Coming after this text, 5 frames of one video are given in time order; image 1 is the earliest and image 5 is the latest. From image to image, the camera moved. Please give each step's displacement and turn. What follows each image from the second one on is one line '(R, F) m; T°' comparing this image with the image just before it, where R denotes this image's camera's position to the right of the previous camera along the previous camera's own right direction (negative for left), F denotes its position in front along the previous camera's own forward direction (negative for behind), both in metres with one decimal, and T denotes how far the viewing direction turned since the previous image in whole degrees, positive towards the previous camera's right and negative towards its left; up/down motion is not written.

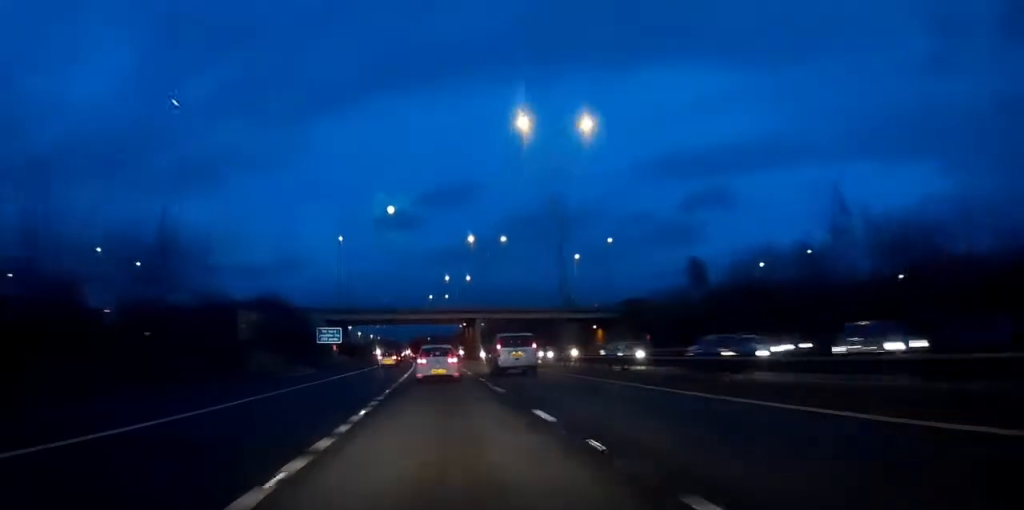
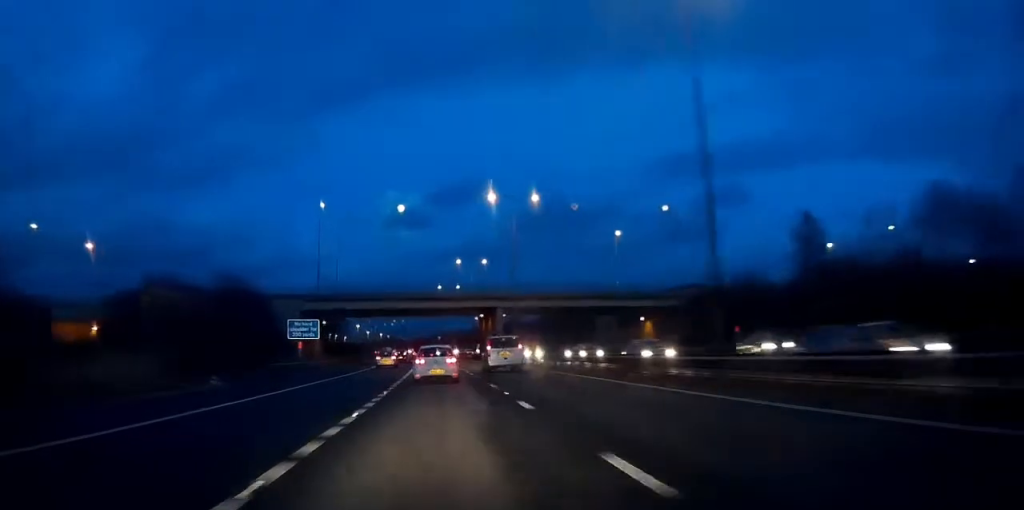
(-0.2, +24.5) m; -1°
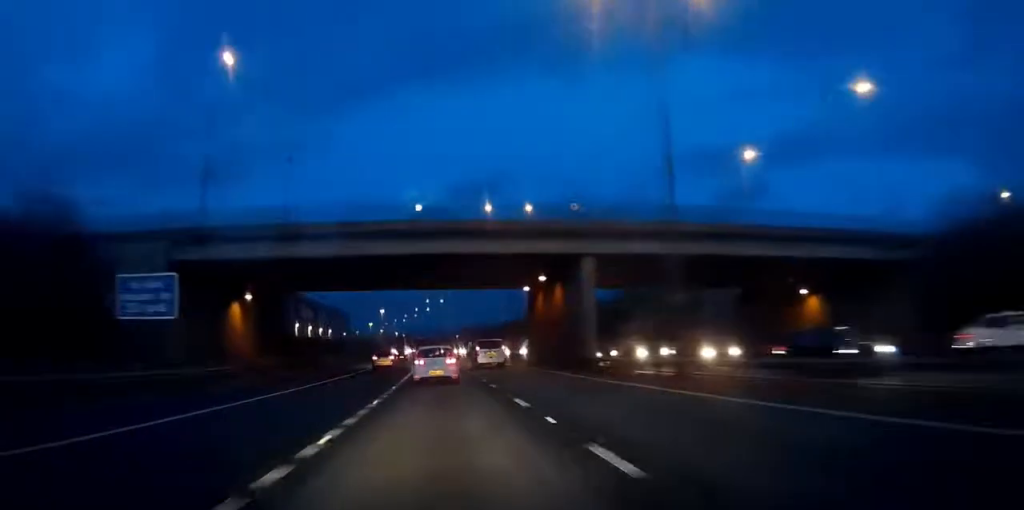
(-0.3, +44.5) m; -1°
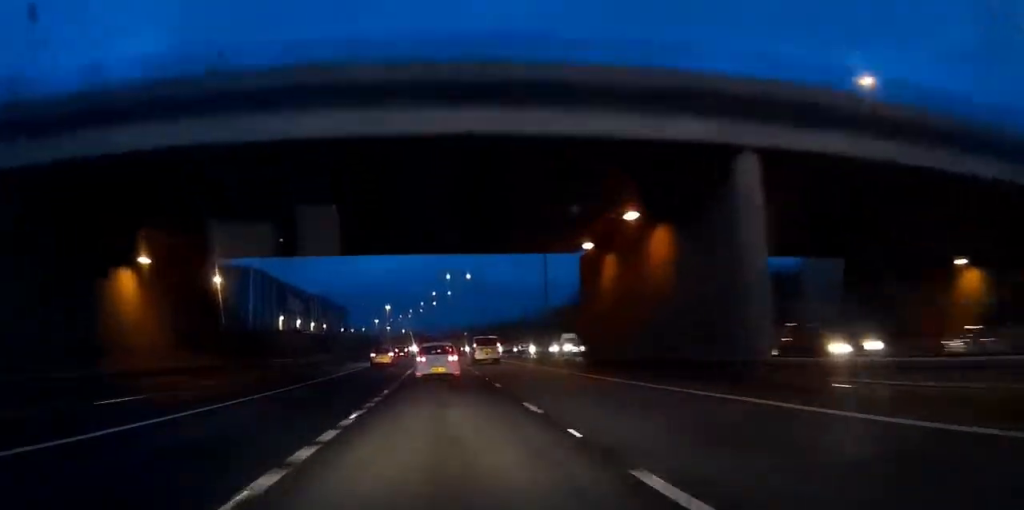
(-0.2, +20.4) m; 0°
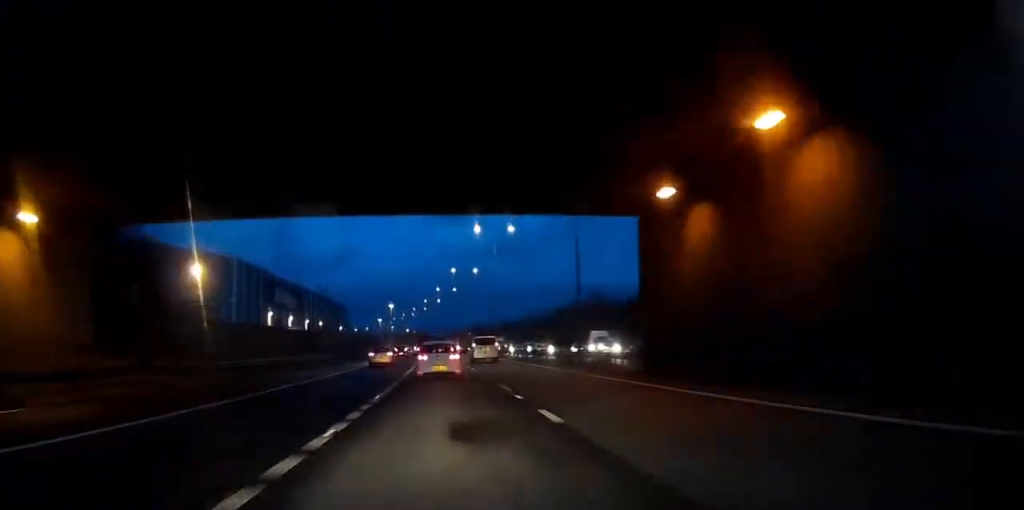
(0.0, +11.1) m; 0°
